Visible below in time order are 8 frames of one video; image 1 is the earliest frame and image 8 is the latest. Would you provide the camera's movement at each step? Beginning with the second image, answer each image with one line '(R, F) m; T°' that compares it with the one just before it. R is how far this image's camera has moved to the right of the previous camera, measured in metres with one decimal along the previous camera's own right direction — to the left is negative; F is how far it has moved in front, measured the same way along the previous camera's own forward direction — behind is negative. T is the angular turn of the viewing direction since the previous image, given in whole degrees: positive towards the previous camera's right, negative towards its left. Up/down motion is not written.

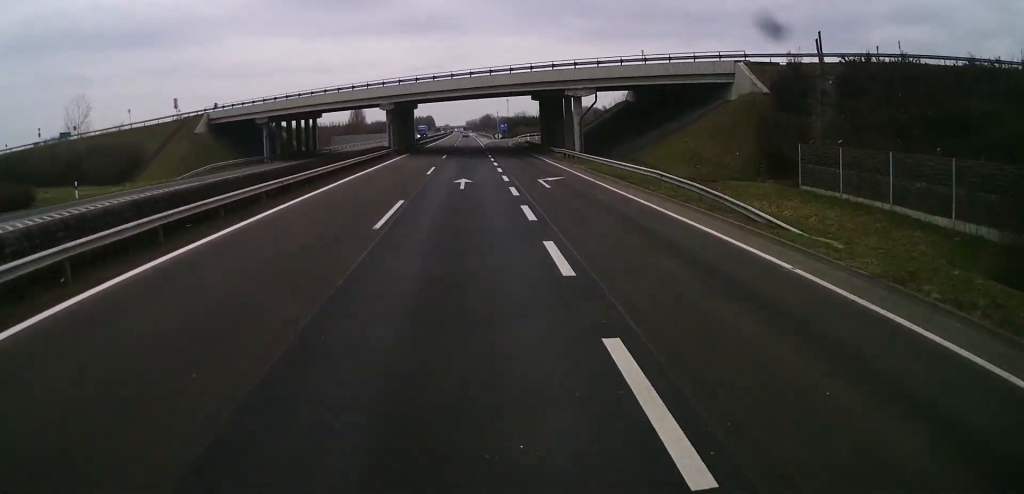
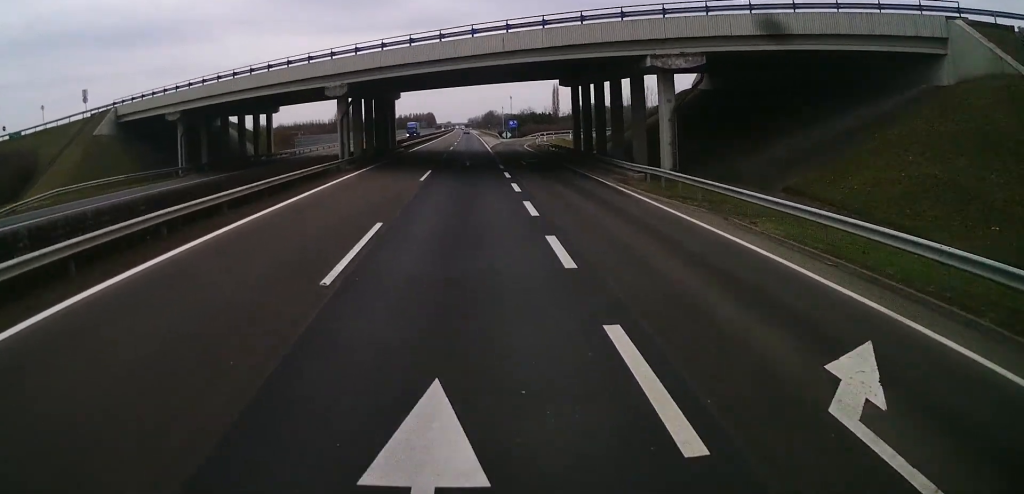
(-0.1, +23.8) m; 0°
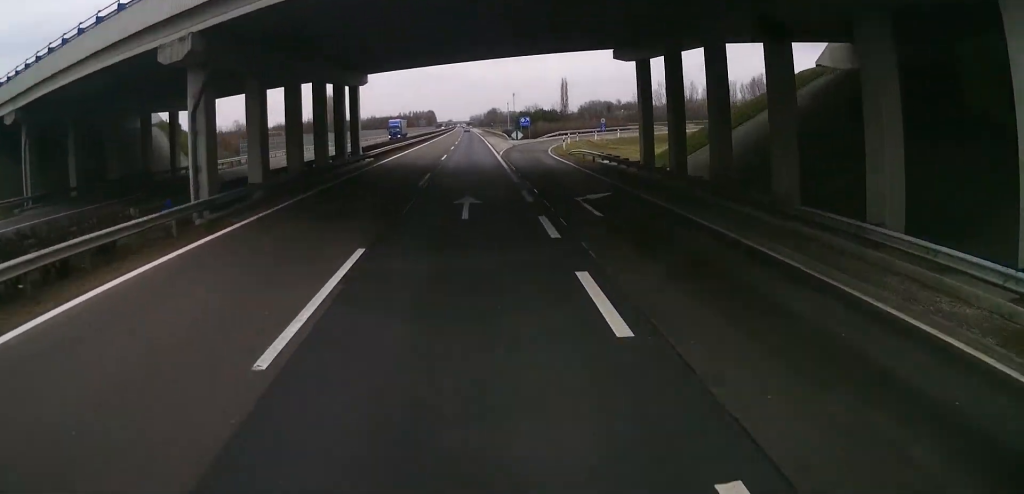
(+0.1, +21.5) m; 0°
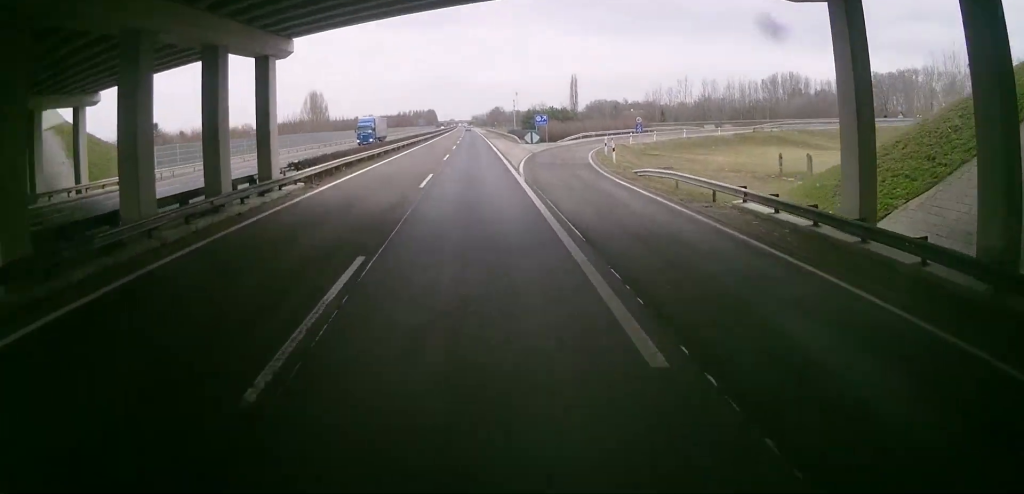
(-0.1, +19.2) m; 0°
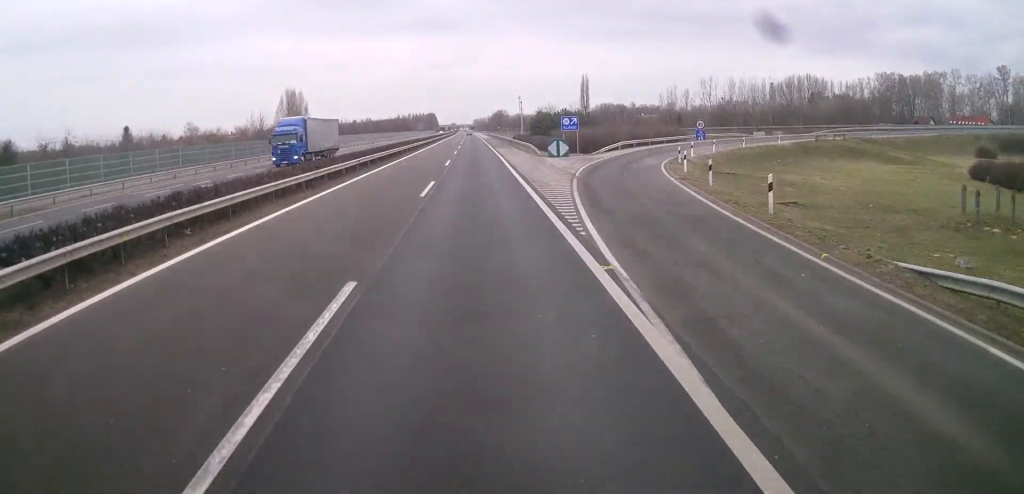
(-0.1, +20.0) m; 0°
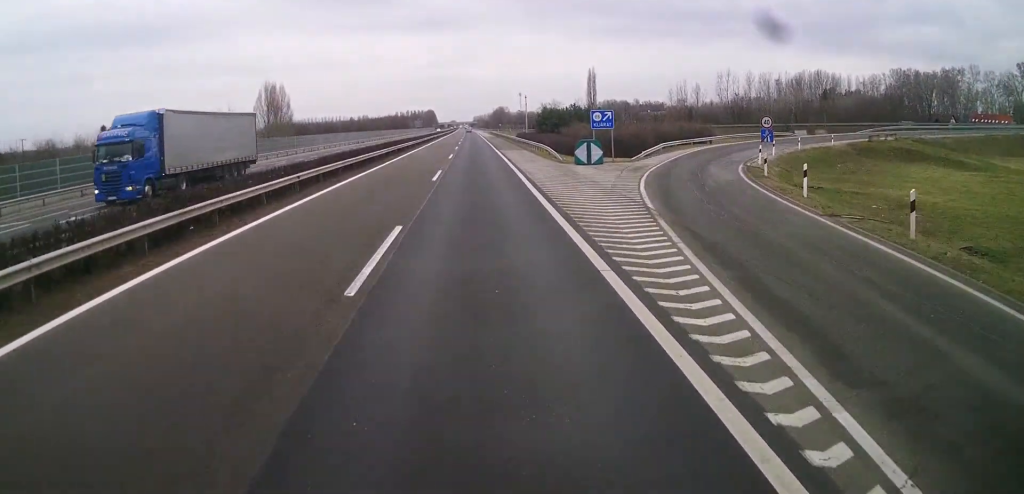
(+0.2, +13.1) m; 0°
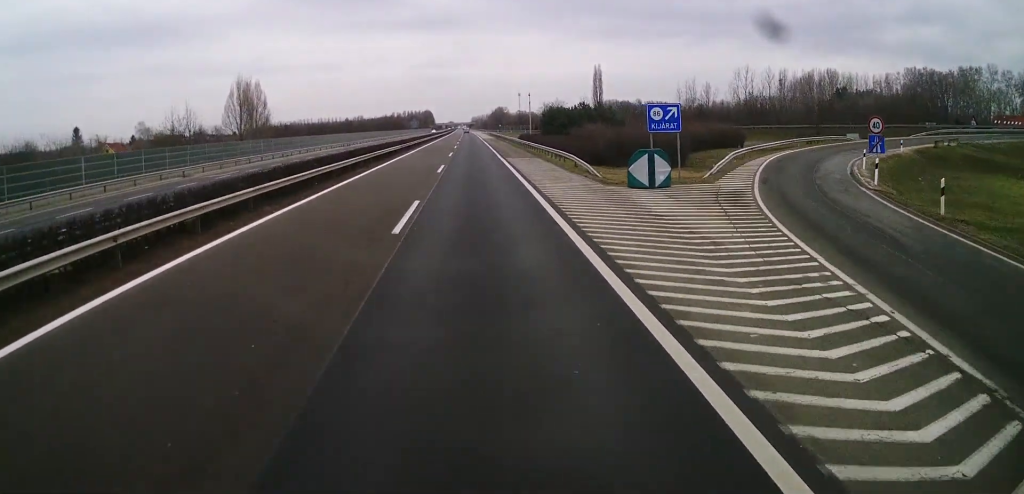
(0.0, +13.1) m; 0°
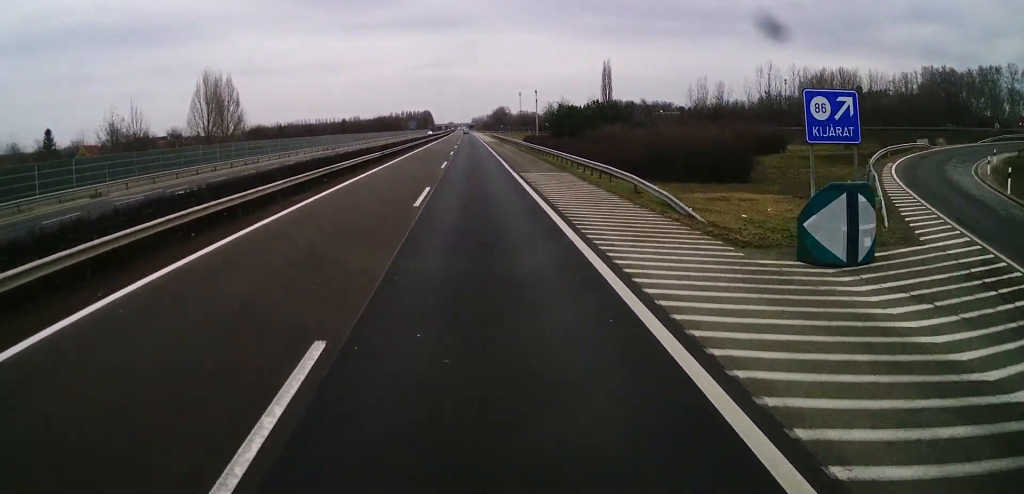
(-0.2, +13.1) m; 0°
